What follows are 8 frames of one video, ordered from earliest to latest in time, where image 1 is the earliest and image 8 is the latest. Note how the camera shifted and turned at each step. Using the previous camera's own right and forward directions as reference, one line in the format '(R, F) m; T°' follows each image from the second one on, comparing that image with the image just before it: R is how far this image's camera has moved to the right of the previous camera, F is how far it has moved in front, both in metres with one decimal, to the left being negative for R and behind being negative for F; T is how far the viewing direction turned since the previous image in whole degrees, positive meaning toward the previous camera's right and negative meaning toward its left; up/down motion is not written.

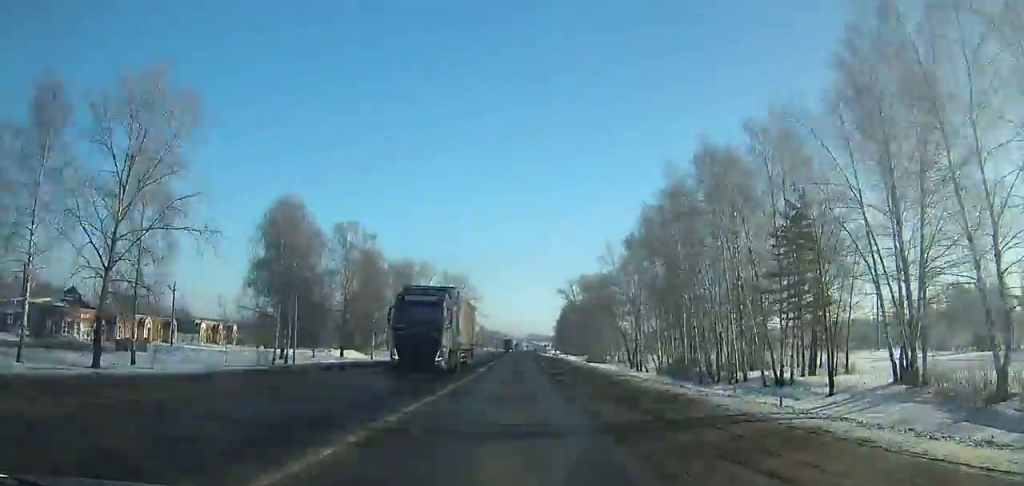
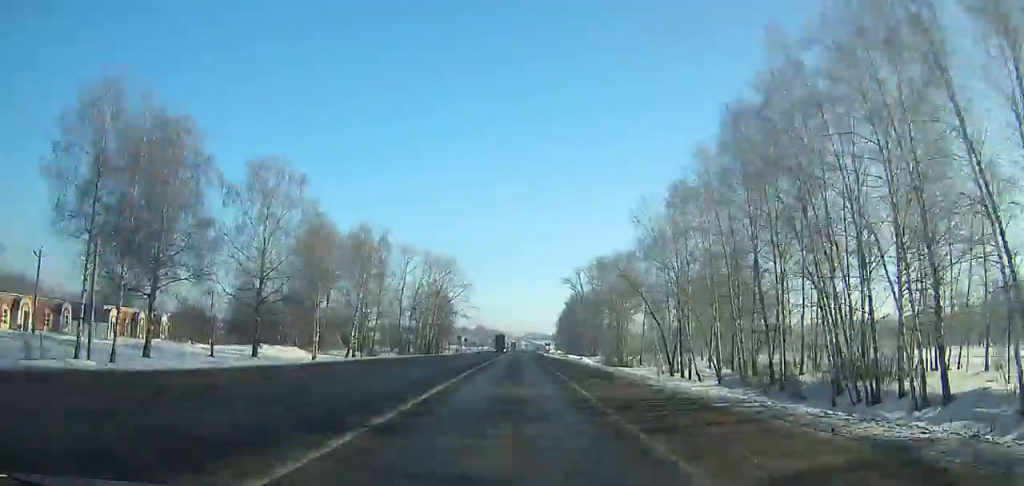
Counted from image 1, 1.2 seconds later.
(0.0, +26.1) m; 0°
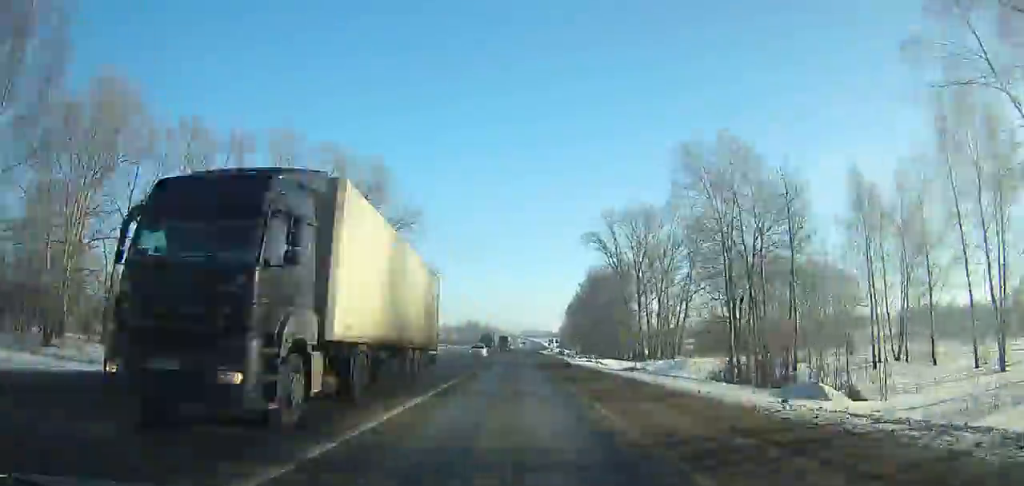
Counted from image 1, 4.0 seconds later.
(0.0, +59.7) m; 0°
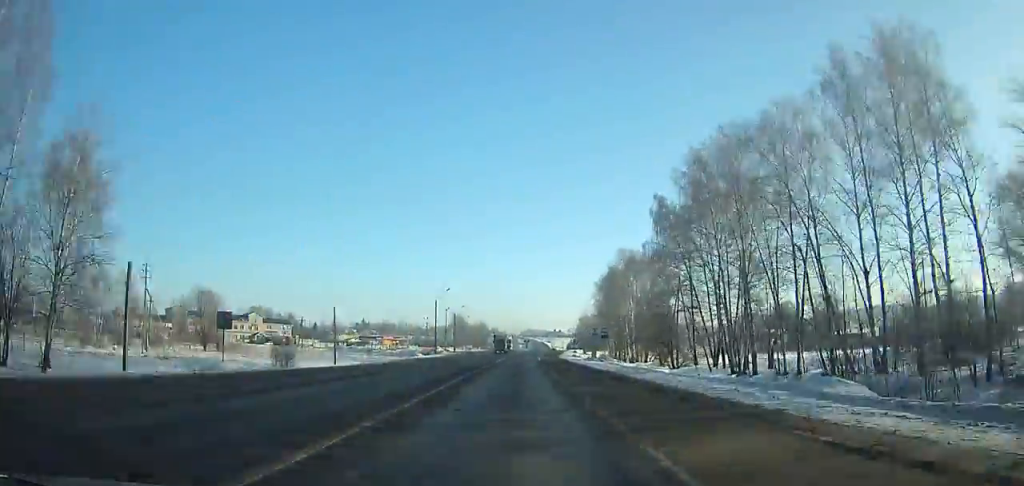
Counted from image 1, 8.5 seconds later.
(+0.5, +91.8) m; +1°
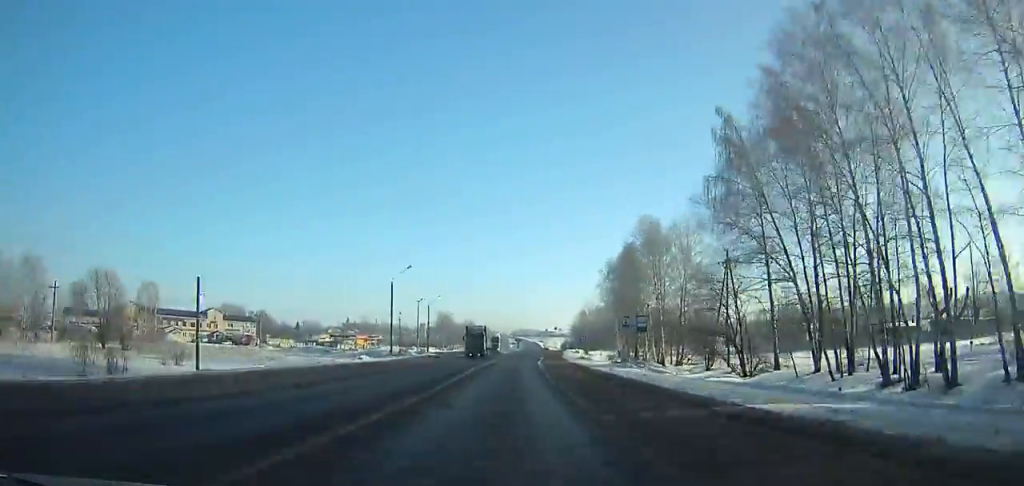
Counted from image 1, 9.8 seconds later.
(-0.2, +26.0) m; +1°
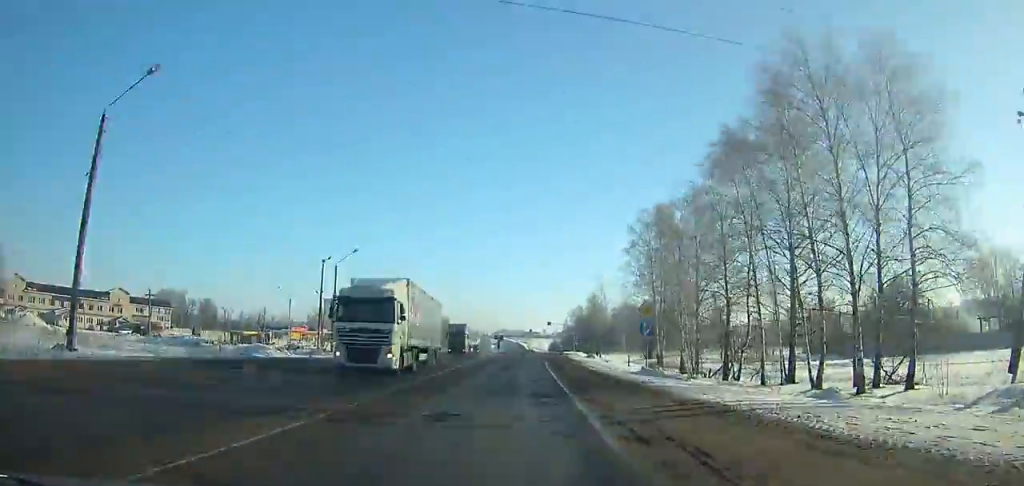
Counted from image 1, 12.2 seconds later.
(+1.1, +46.8) m; +2°
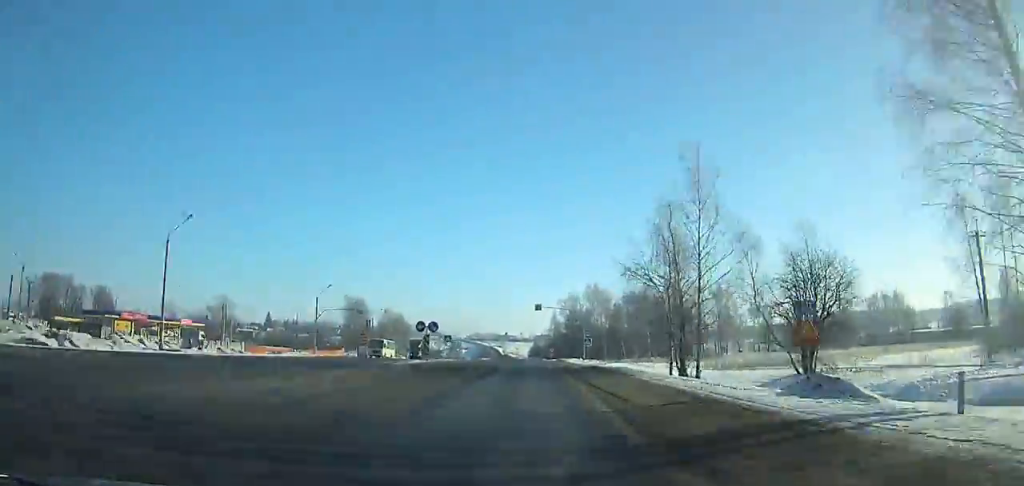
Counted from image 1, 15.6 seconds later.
(+1.1, +65.6) m; +1°
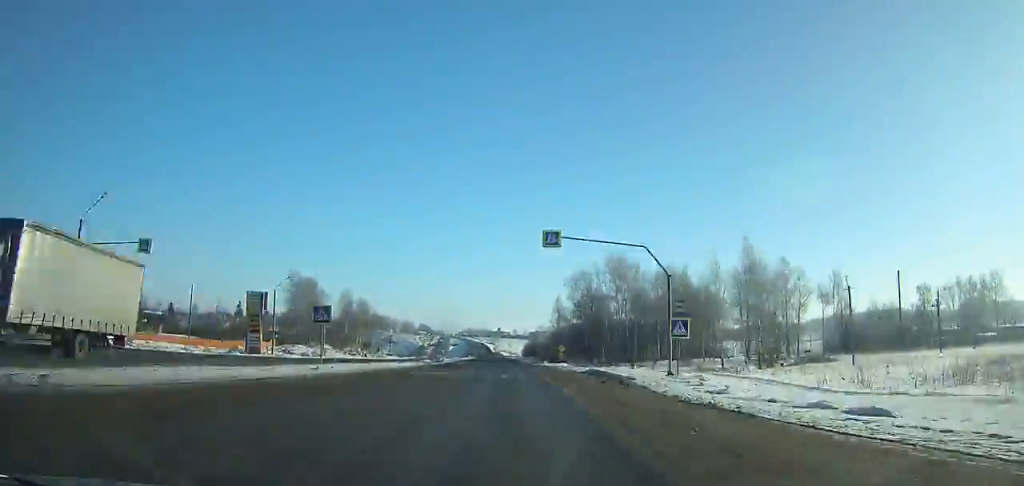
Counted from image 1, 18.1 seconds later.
(-0.1, +48.1) m; -1°
